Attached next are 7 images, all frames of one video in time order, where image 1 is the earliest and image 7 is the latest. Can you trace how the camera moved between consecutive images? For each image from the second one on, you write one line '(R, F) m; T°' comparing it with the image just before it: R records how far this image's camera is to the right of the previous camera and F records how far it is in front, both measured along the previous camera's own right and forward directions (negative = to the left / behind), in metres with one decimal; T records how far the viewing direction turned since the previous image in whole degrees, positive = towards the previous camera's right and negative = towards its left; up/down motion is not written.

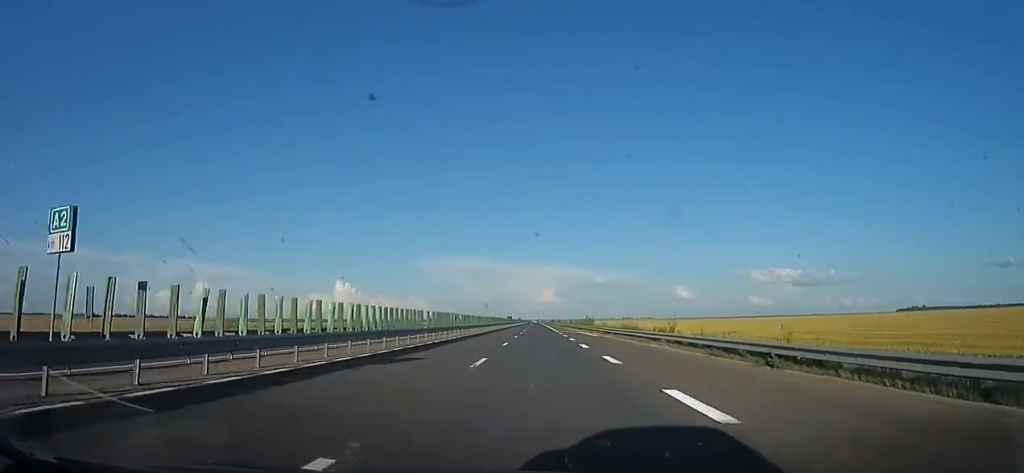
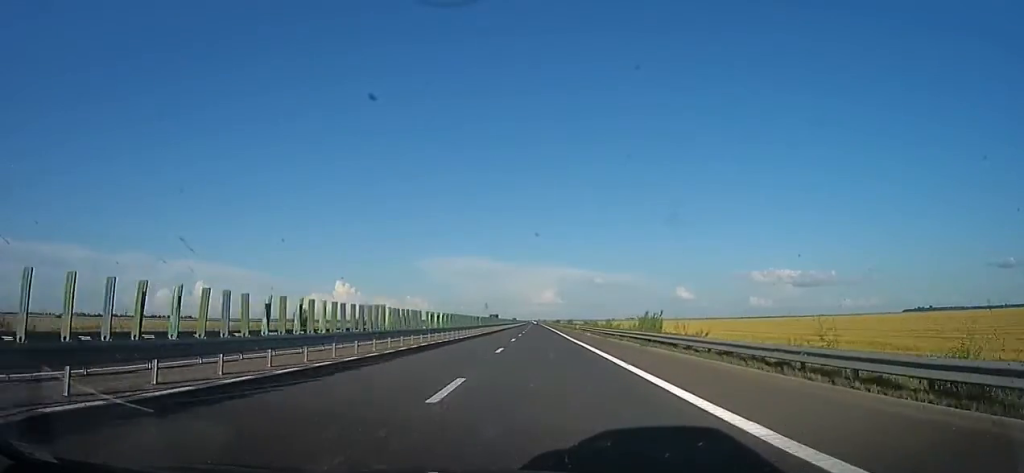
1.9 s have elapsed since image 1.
(0.0, +65.7) m; 0°
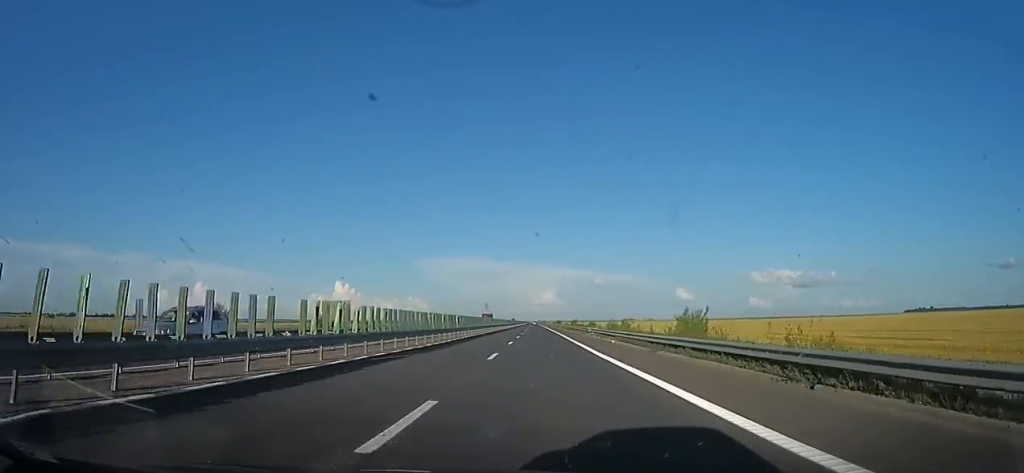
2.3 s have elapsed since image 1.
(0.0, +14.9) m; 0°
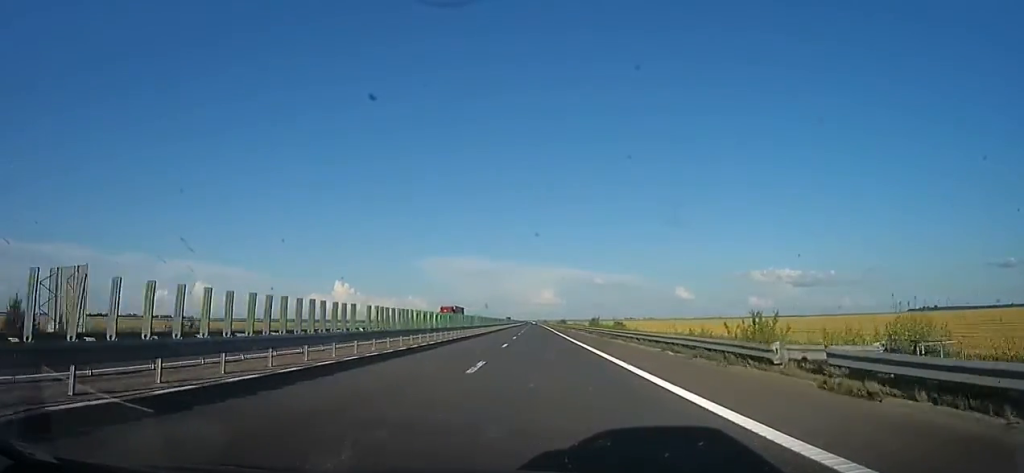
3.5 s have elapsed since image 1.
(-0.1, +40.8) m; 0°
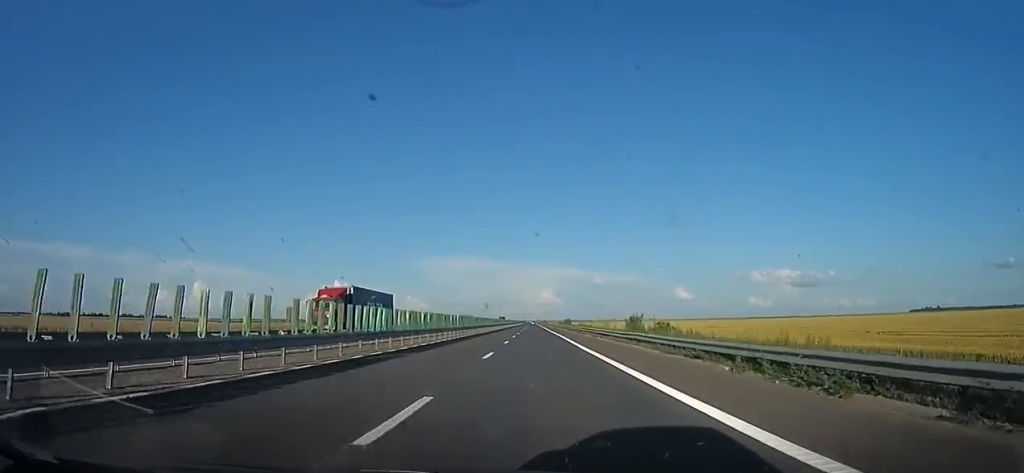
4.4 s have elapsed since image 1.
(0.0, +30.9) m; 0°
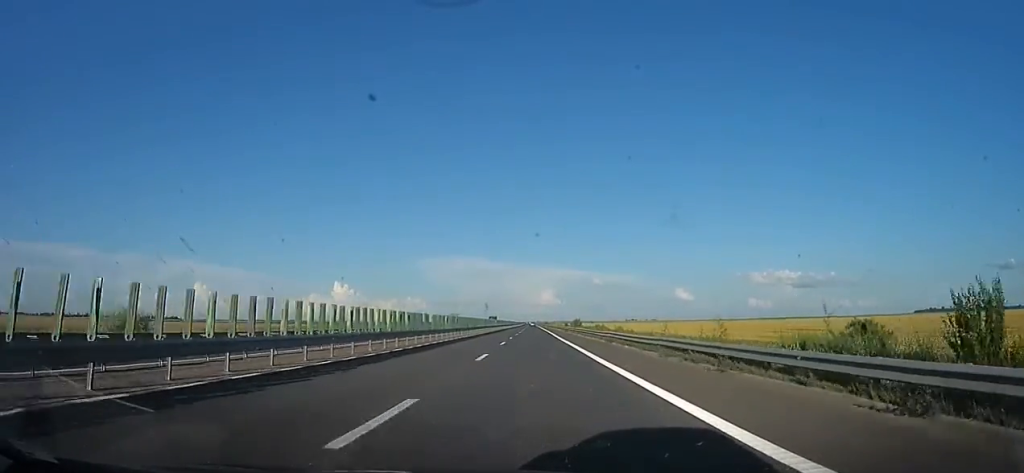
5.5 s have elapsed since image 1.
(-0.1, +36.2) m; 0°
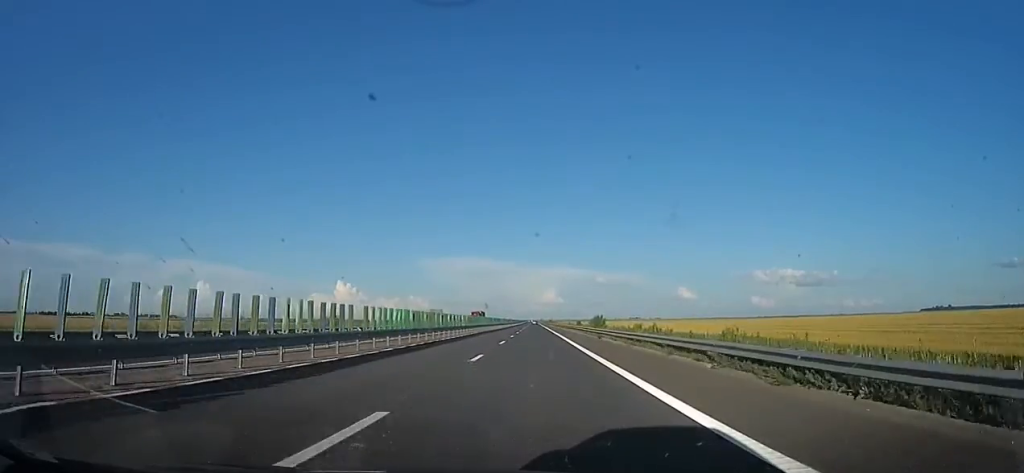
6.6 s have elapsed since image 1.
(0.0, +37.8) m; +1°
